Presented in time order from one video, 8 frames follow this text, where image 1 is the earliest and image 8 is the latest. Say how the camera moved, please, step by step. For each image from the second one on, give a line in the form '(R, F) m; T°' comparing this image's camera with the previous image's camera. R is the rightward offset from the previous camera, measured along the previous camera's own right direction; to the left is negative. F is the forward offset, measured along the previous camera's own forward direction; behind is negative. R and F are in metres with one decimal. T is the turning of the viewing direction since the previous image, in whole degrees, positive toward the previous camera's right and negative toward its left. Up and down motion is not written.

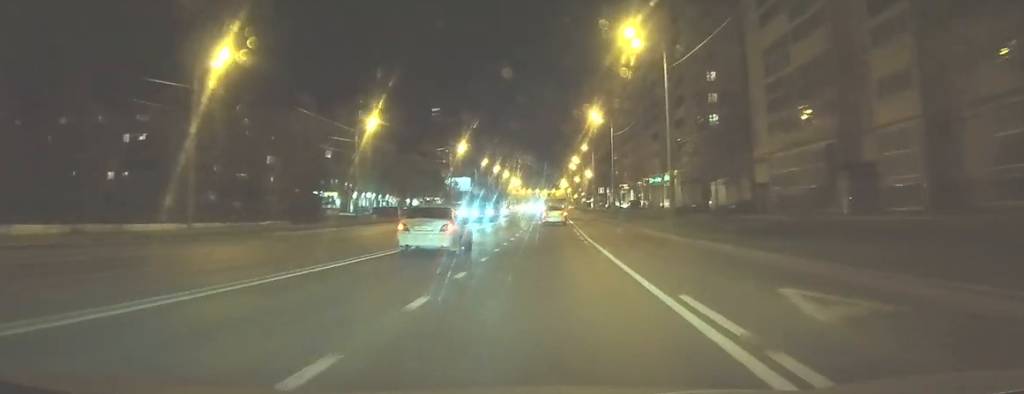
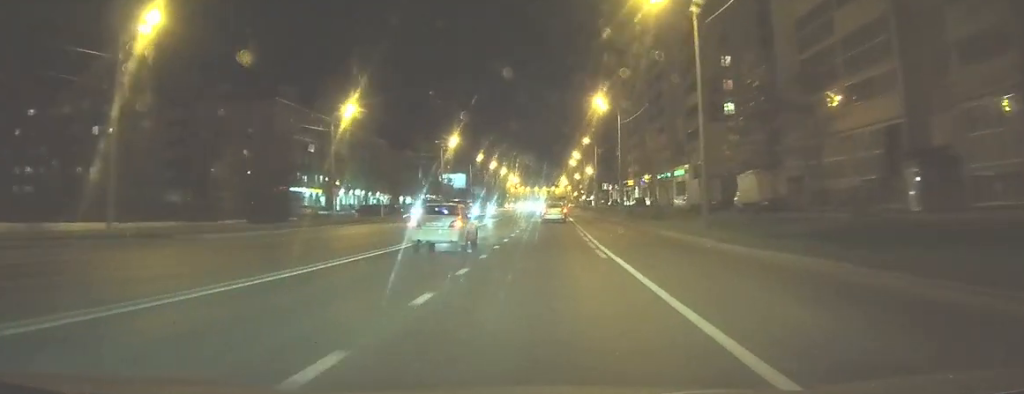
(0.0, +7.6) m; 0°
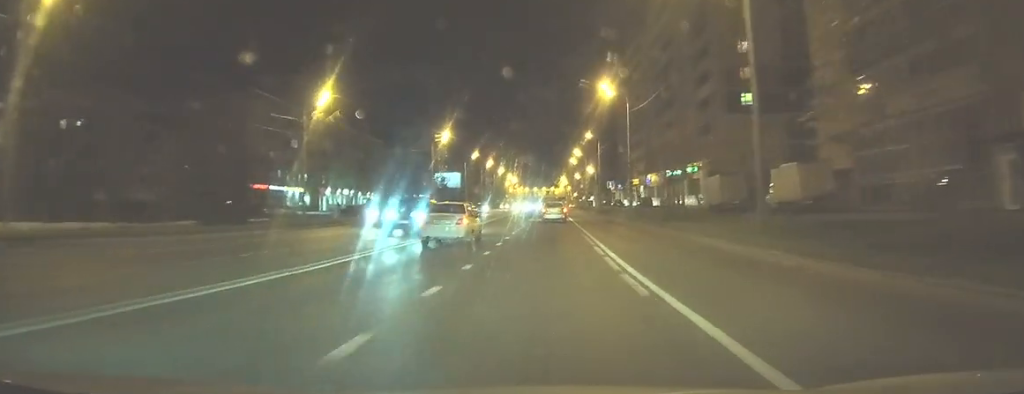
(+0.1, +7.1) m; 0°
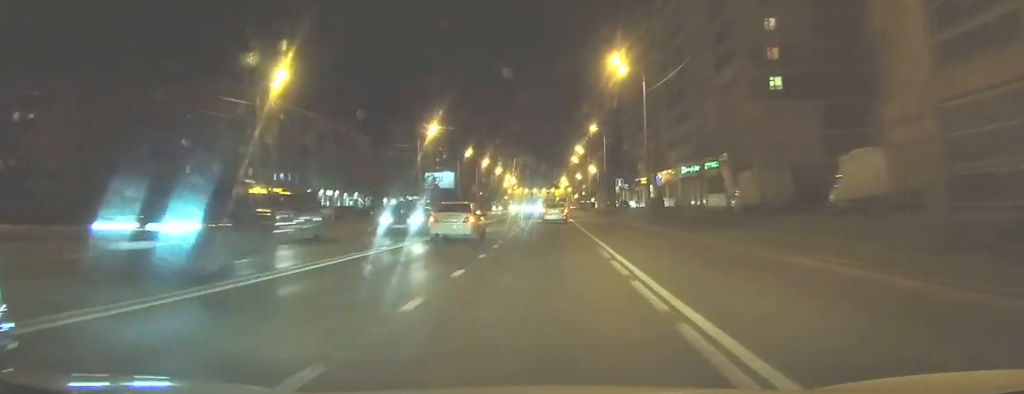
(0.0, +9.2) m; 0°
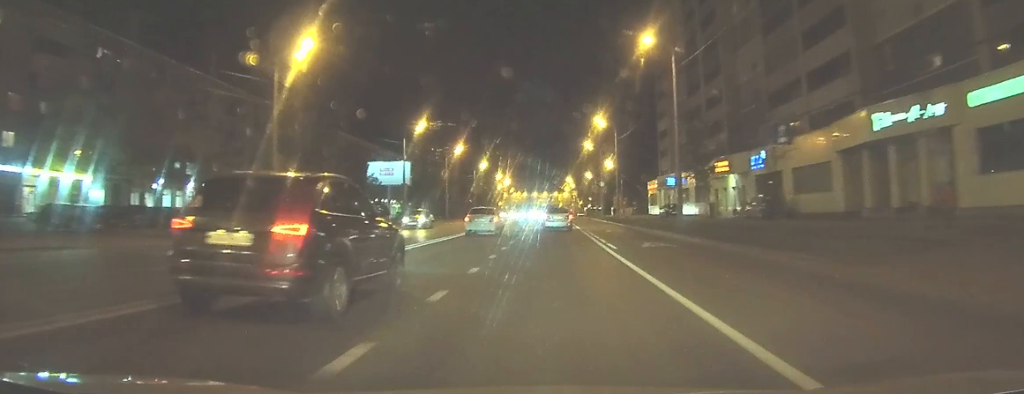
(-0.1, +42.2) m; 0°
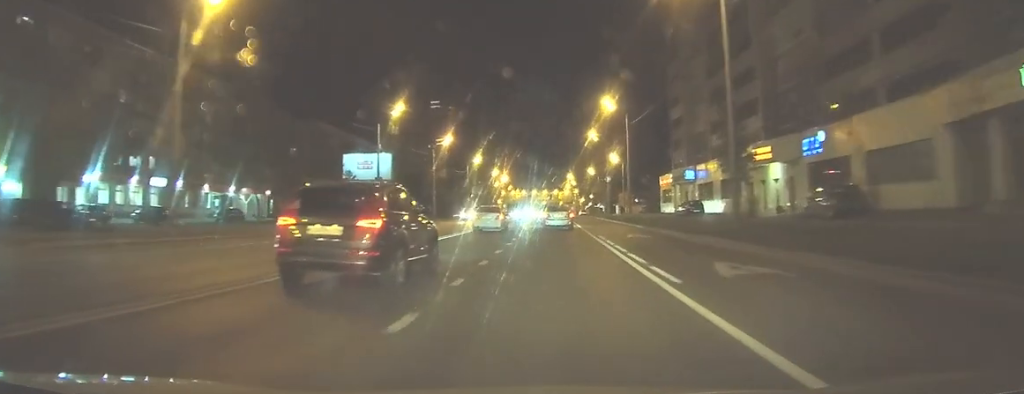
(+0.1, +10.4) m; 0°
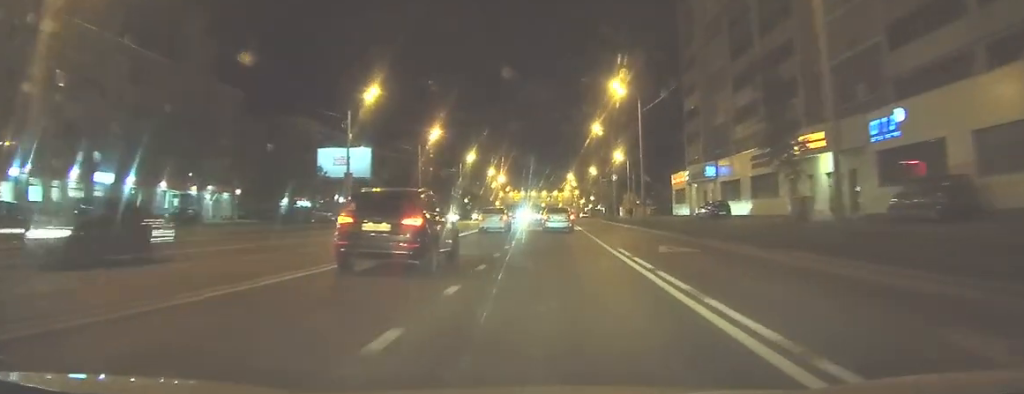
(0.0, +8.8) m; 0°
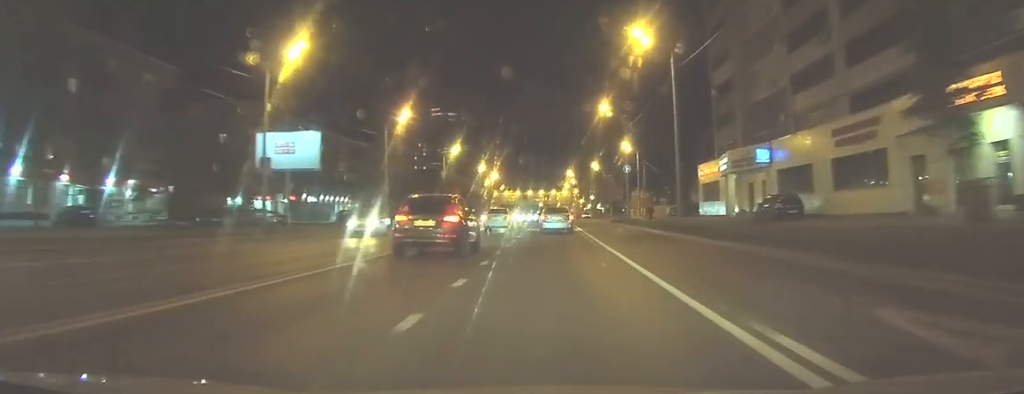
(-0.1, +14.8) m; +1°
